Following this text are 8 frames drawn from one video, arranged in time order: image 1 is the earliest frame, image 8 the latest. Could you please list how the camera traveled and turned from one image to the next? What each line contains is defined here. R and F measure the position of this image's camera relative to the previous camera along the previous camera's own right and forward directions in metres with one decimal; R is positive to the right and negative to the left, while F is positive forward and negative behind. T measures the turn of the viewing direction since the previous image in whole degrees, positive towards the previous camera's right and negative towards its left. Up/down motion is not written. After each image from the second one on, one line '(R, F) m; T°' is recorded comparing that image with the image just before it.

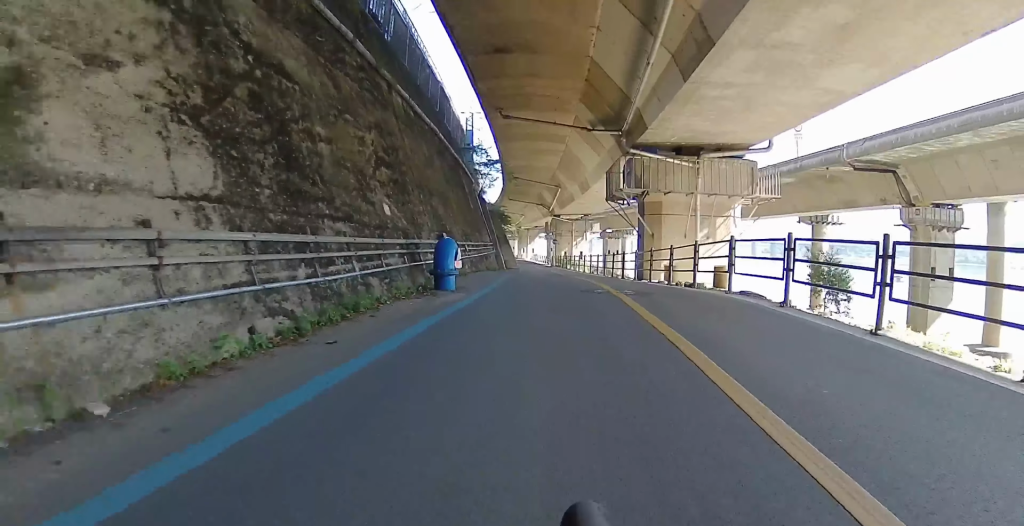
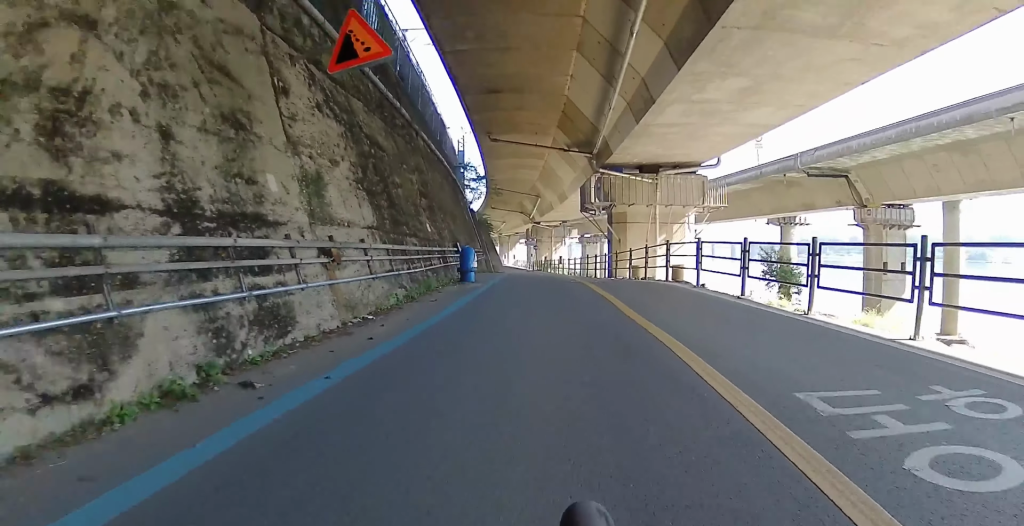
(+0.1, +4.3) m; -1°
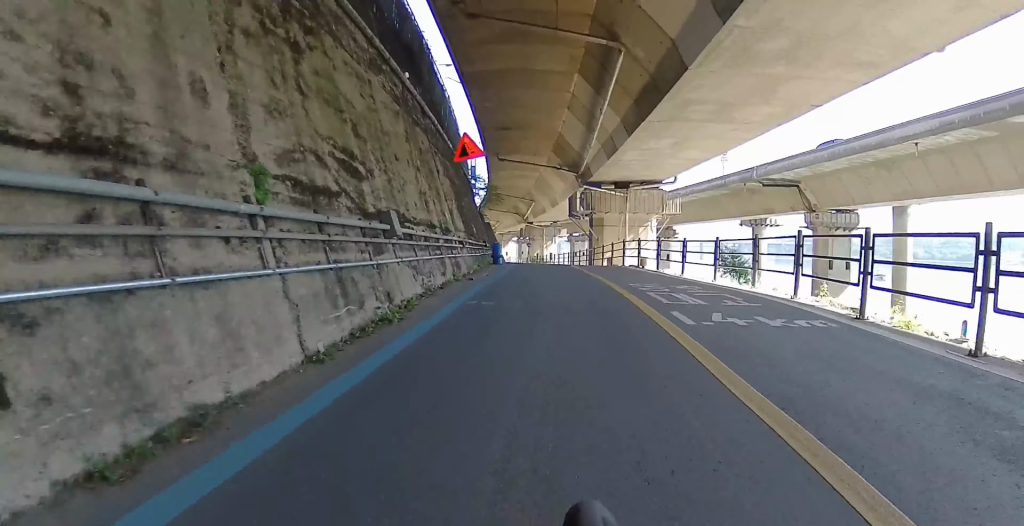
(-0.3, +8.1) m; 0°
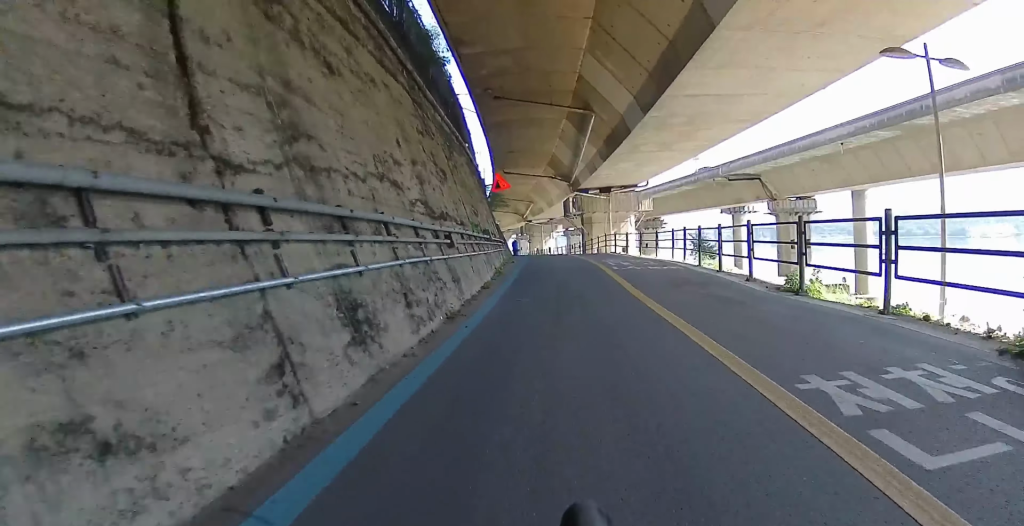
(+0.3, +8.6) m; +2°
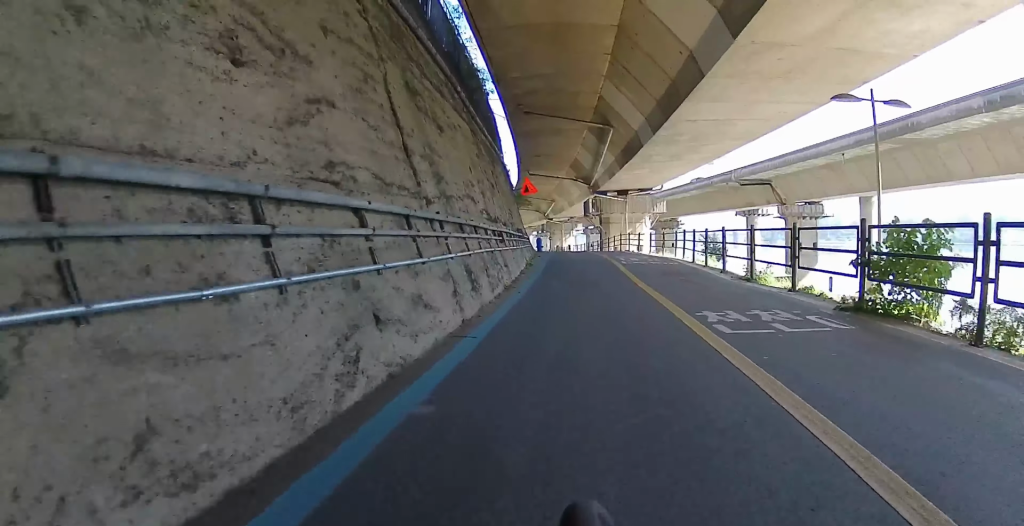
(0.0, +3.4) m; 0°
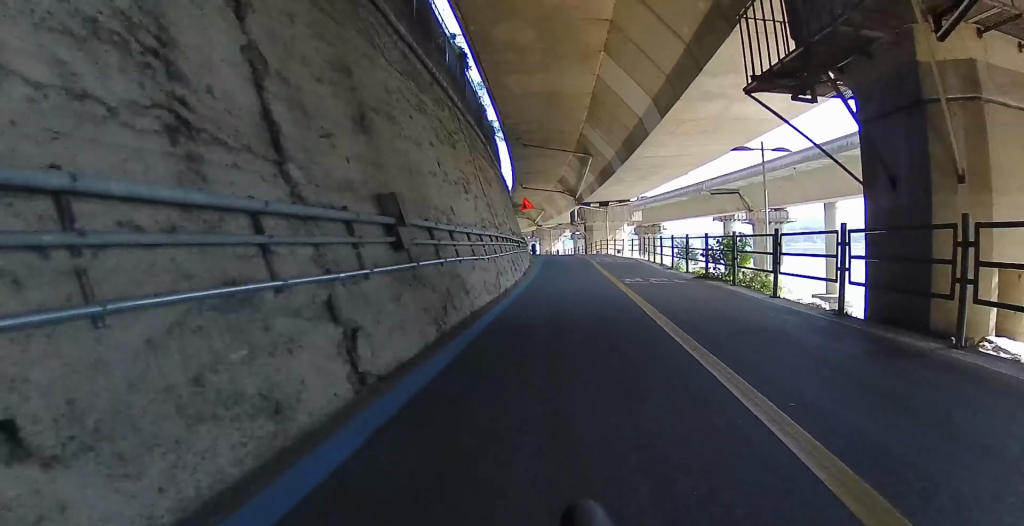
(0.0, +7.4) m; 0°
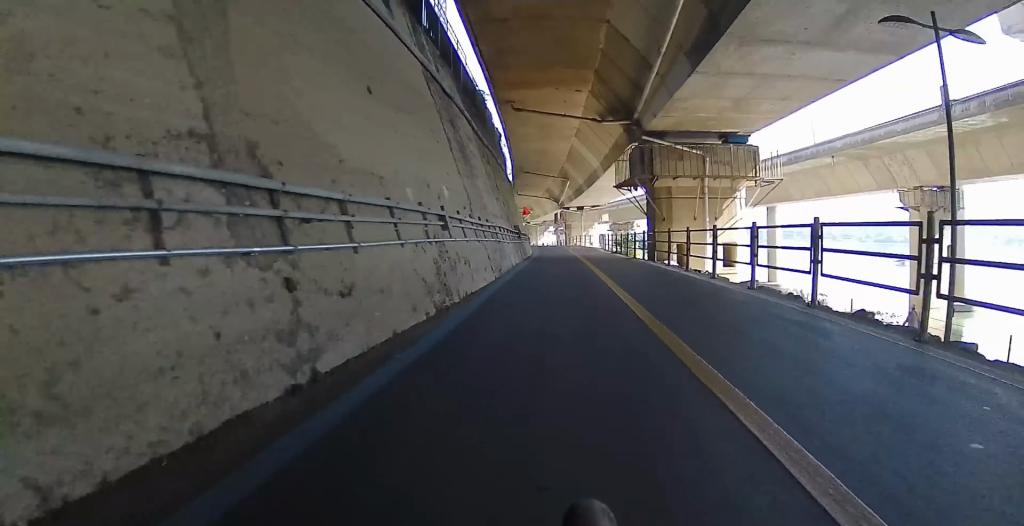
(+0.7, +17.8) m; +5°
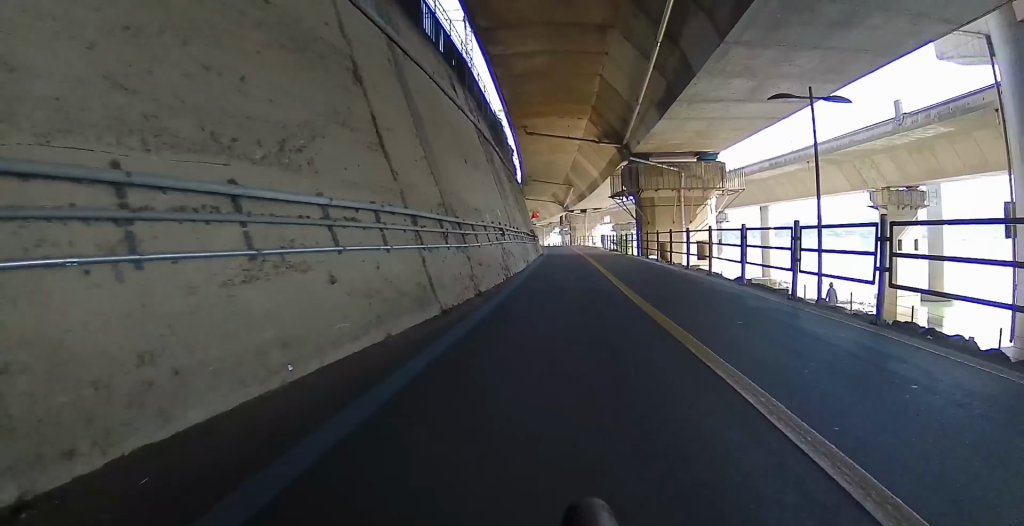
(+0.2, +6.0) m; 0°
